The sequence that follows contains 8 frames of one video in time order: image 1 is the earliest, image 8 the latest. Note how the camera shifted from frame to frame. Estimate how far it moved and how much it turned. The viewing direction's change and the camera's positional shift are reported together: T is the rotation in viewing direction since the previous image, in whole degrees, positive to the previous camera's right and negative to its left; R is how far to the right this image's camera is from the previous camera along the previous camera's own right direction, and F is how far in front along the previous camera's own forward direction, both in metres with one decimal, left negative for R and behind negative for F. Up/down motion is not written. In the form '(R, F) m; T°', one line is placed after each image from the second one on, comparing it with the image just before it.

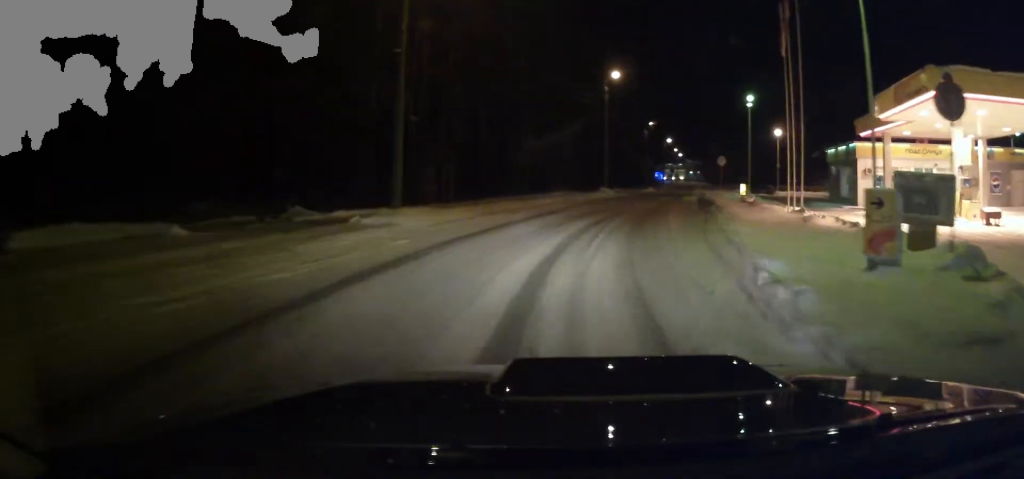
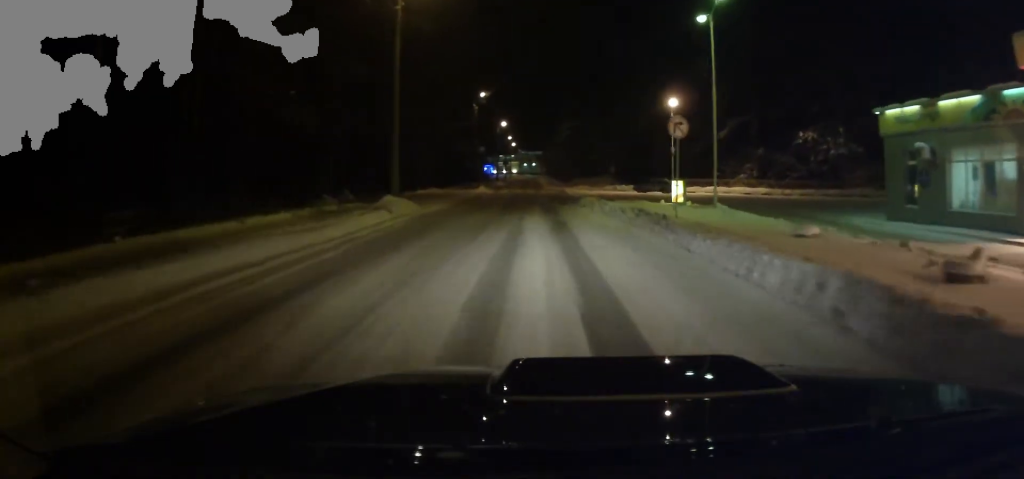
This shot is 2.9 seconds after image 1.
(+2.2, +30.9) m; +13°
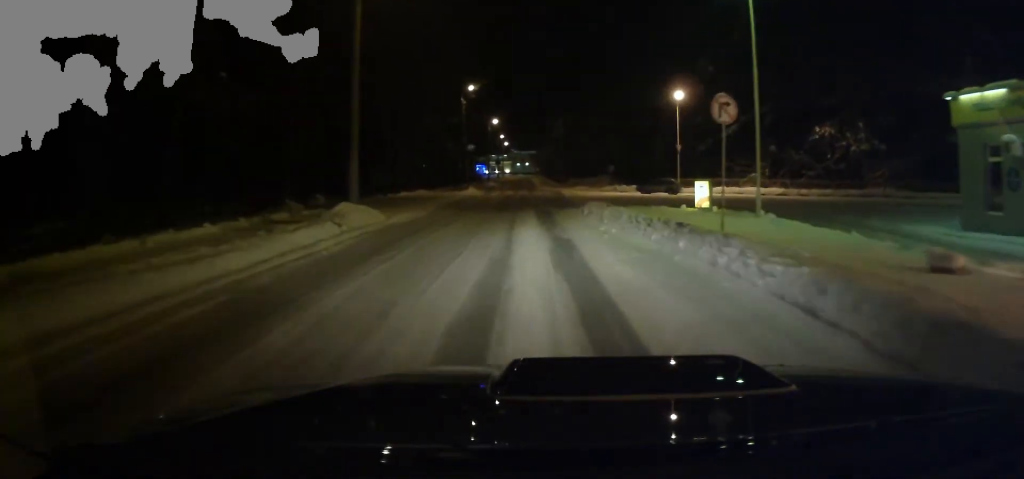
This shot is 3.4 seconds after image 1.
(0.0, +5.5) m; +3°
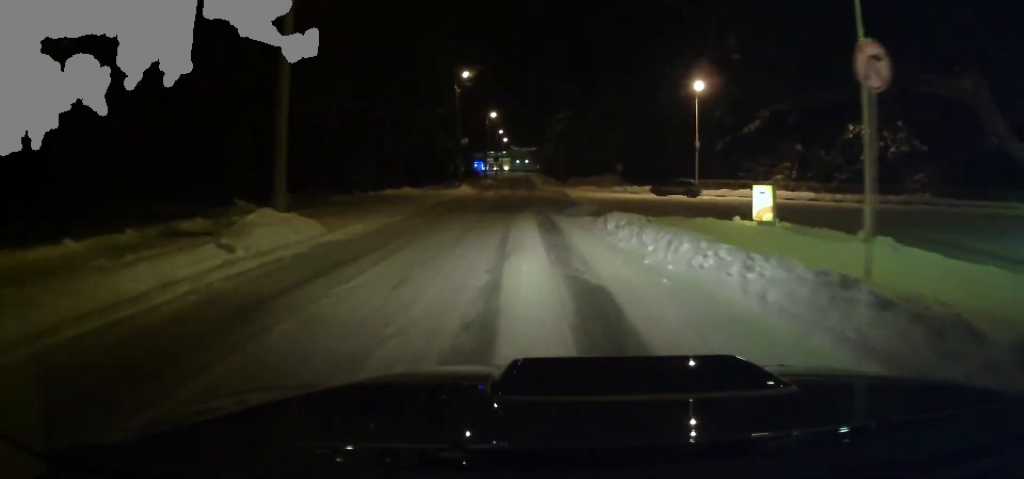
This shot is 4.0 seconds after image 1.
(+0.4, +6.7) m; +4°
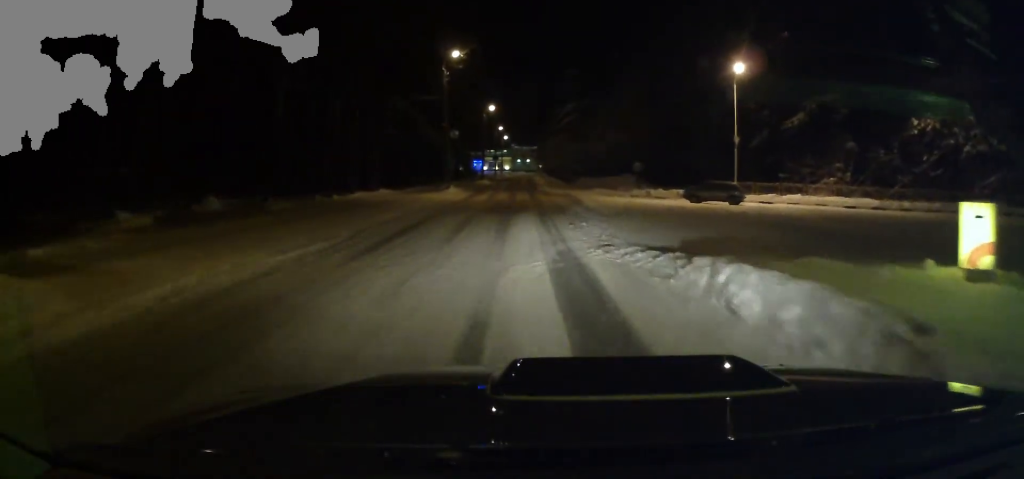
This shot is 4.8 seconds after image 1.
(+0.5, +9.7) m; +3°
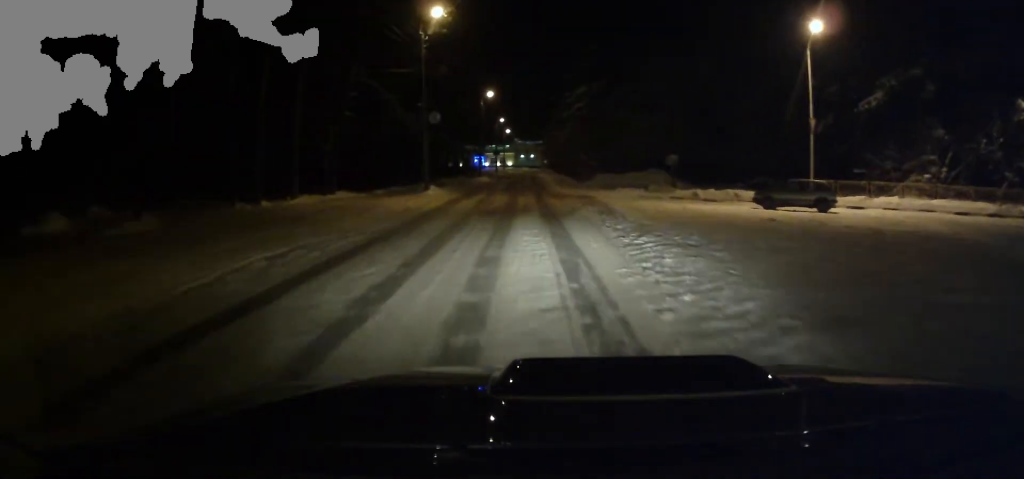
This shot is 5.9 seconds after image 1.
(+0.1, +11.6) m; 0°
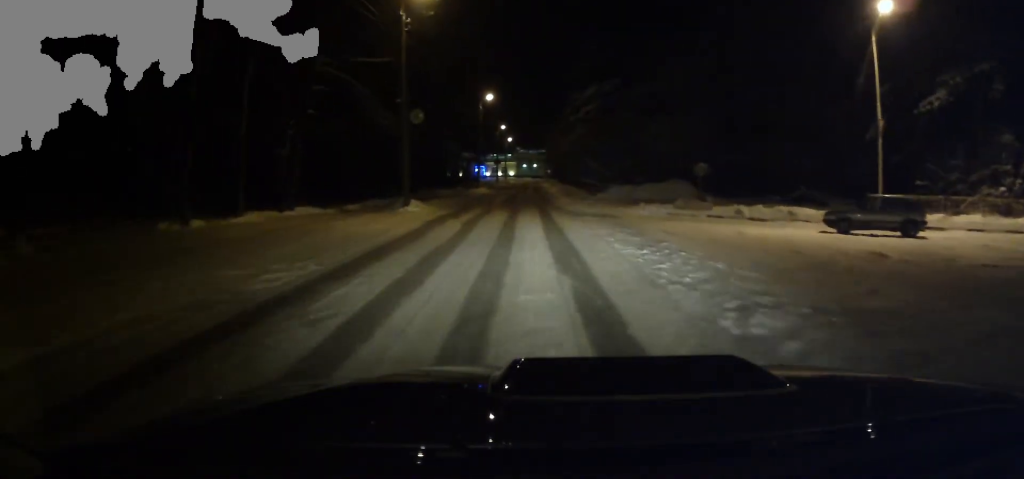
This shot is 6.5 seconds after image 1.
(-0.3, +6.8) m; 0°
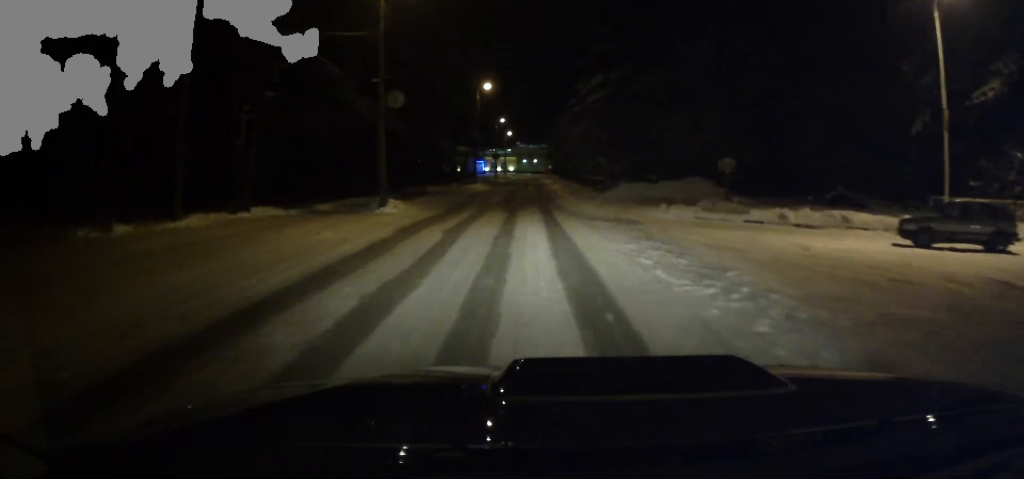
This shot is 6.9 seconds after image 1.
(+0.2, +4.9) m; 0°
